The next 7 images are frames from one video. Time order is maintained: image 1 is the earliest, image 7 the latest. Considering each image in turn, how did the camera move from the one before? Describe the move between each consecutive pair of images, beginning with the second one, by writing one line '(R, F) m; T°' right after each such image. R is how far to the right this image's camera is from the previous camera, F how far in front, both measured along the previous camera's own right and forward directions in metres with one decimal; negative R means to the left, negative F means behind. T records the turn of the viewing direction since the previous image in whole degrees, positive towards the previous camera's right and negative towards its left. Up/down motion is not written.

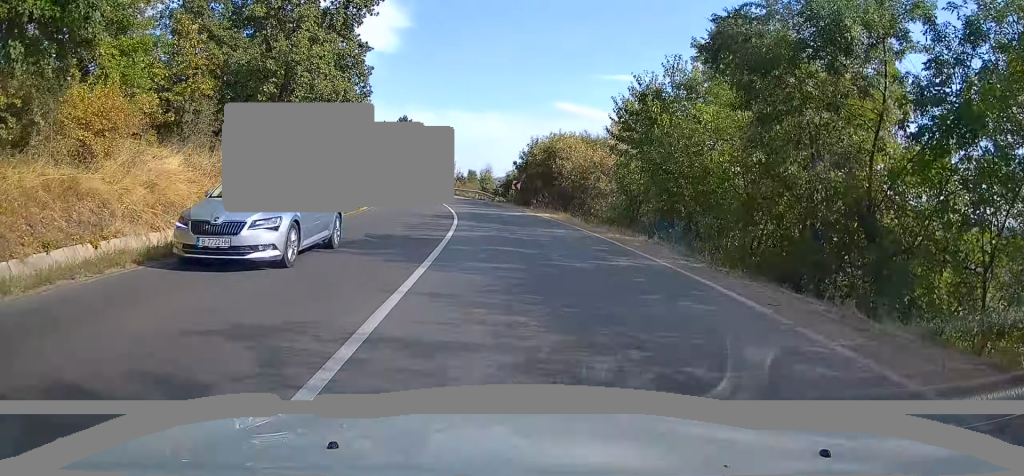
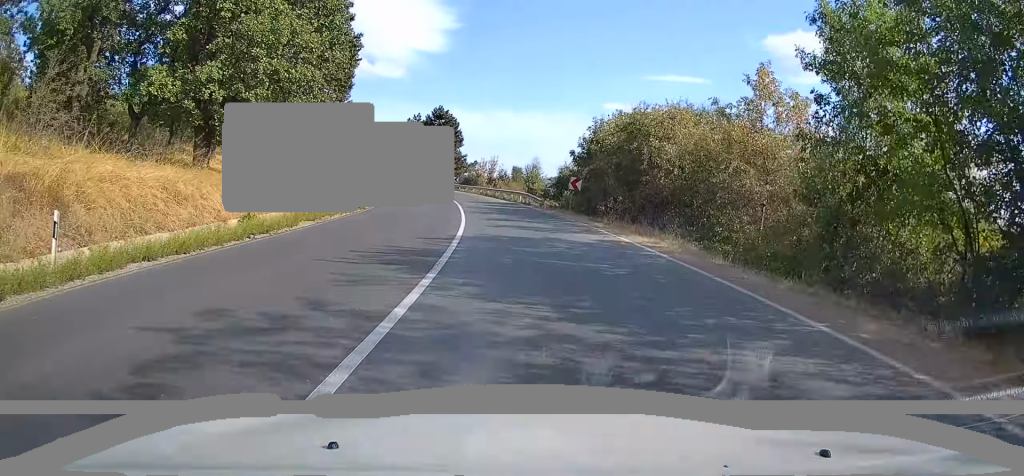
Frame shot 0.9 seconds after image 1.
(-0.5, +15.4) m; -4°
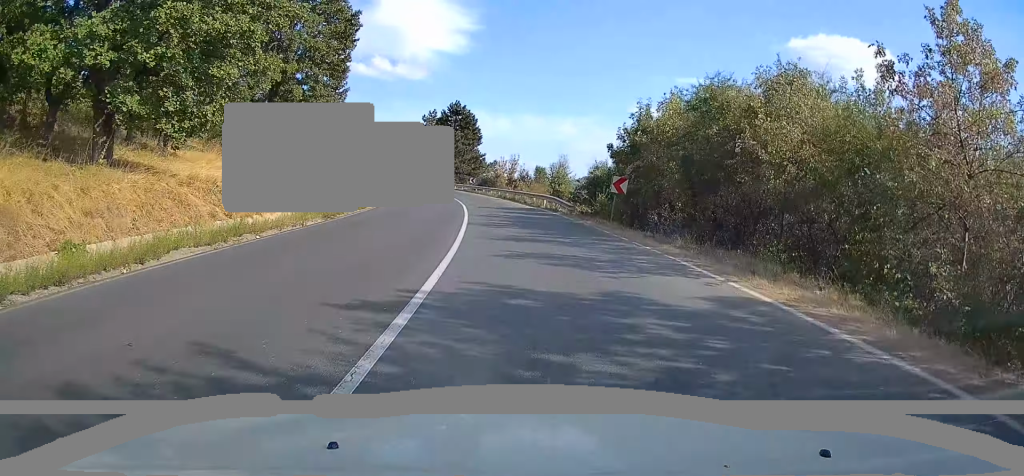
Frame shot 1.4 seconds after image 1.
(-0.1, +8.3) m; -2°
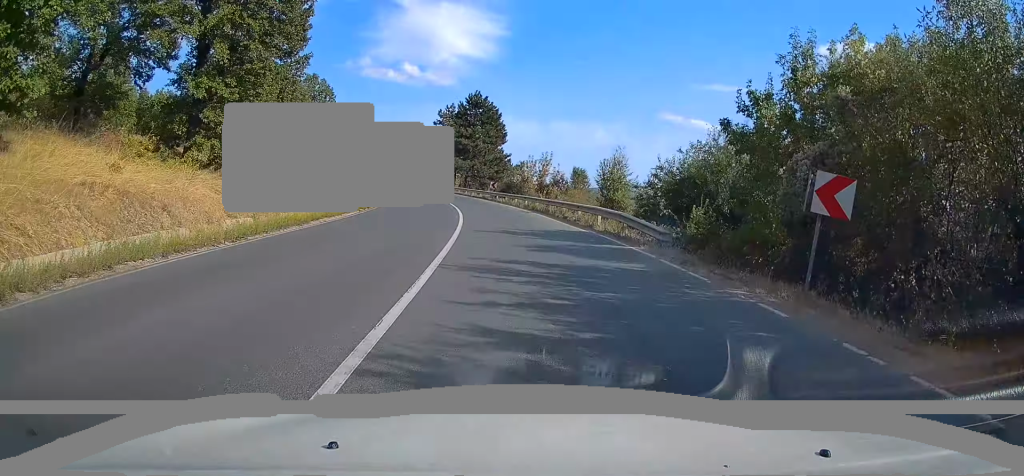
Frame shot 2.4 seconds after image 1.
(-0.7, +15.7) m; -4°
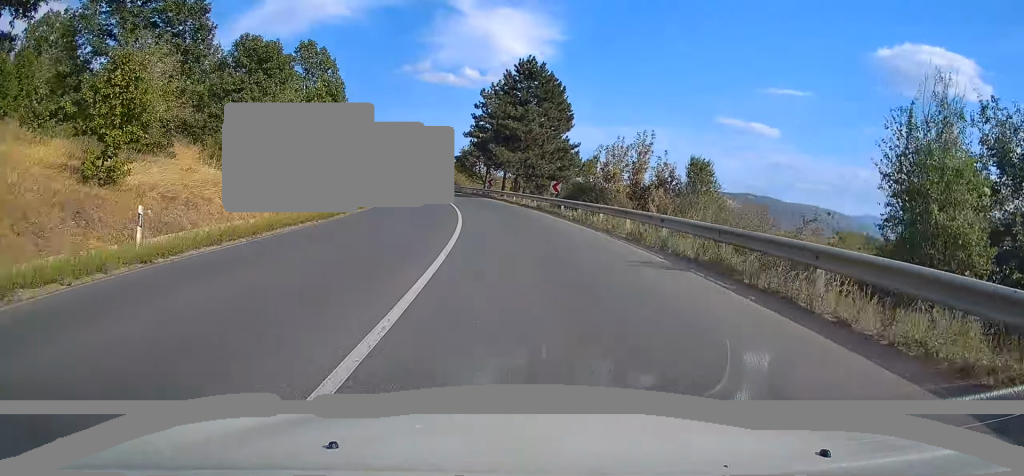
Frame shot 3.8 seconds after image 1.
(-0.7, +23.8) m; -3°
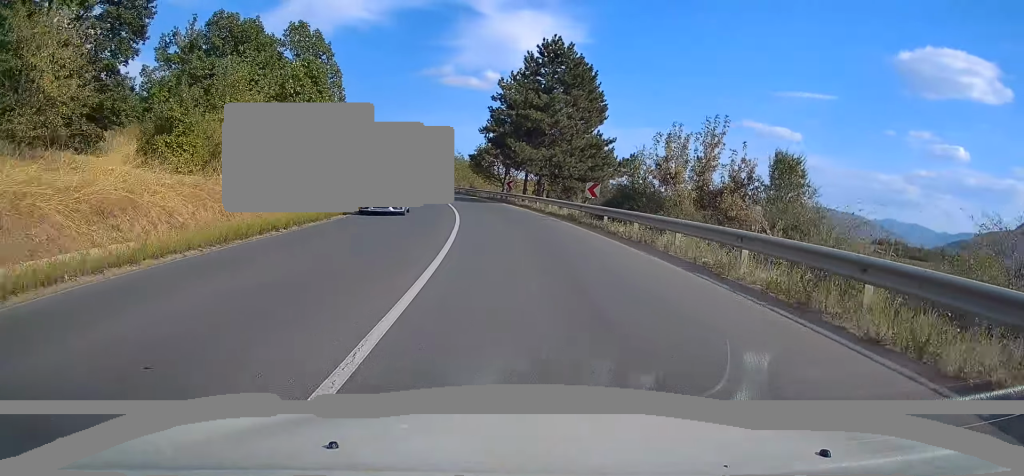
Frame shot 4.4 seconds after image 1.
(+0.1, +8.9) m; -1°
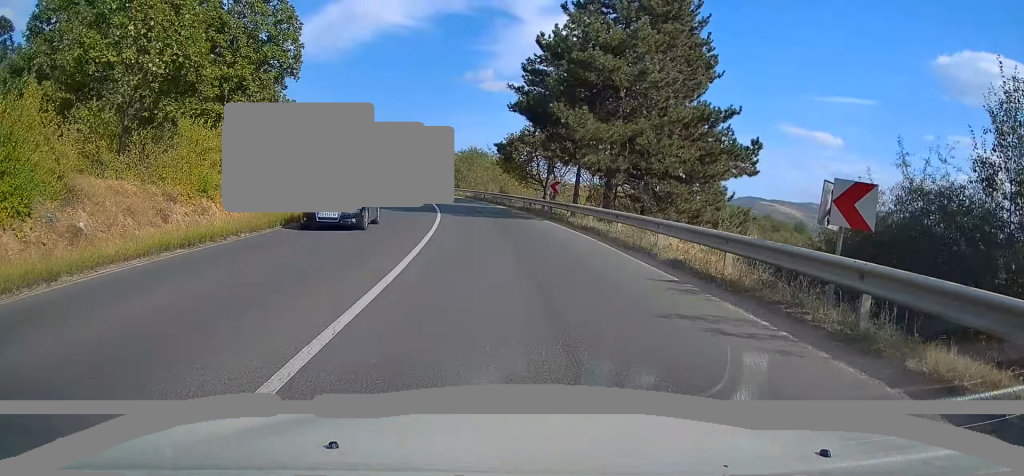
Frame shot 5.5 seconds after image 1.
(-0.8, +20.0) m; -6°
